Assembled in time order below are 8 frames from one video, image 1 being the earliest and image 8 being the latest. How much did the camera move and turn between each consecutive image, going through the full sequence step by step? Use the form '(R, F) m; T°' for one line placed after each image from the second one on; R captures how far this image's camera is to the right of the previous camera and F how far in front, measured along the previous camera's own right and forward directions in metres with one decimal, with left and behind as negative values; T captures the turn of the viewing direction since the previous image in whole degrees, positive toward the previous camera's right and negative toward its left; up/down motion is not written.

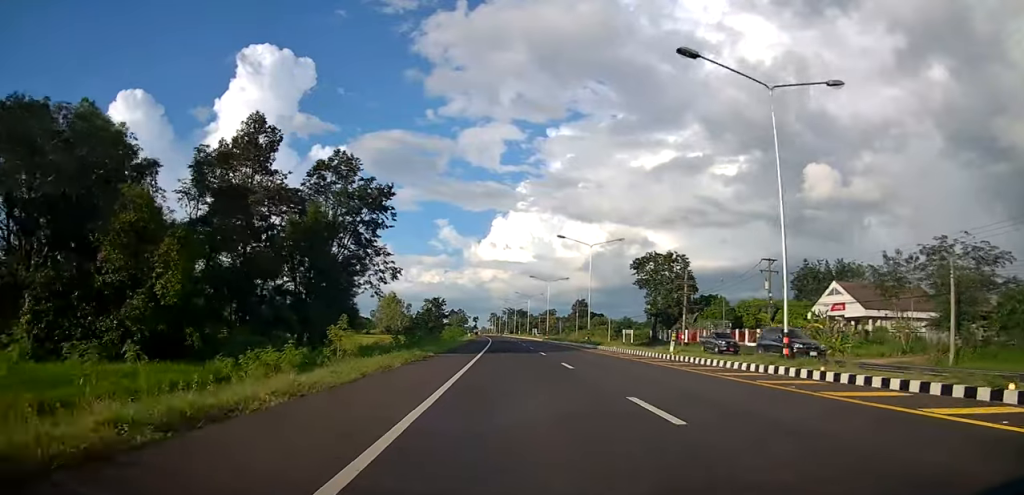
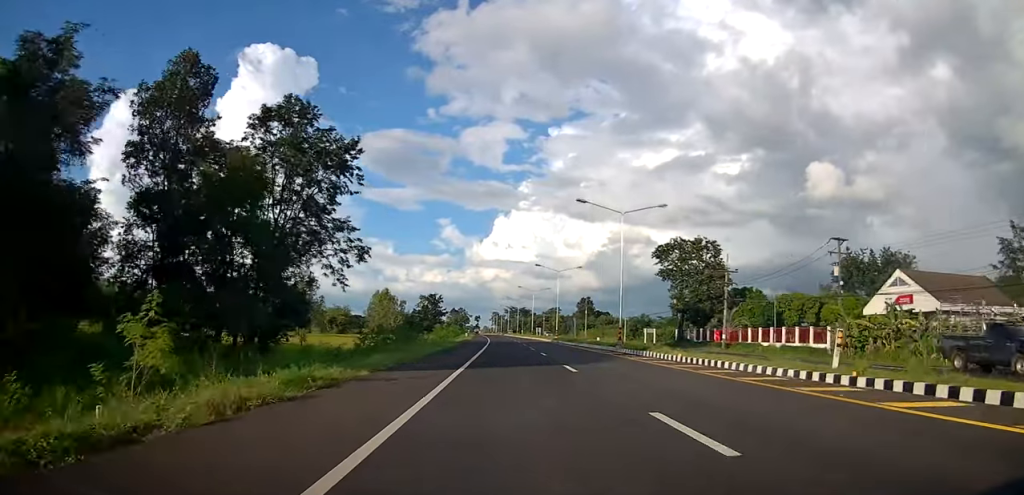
(-0.4, +14.0) m; -1°
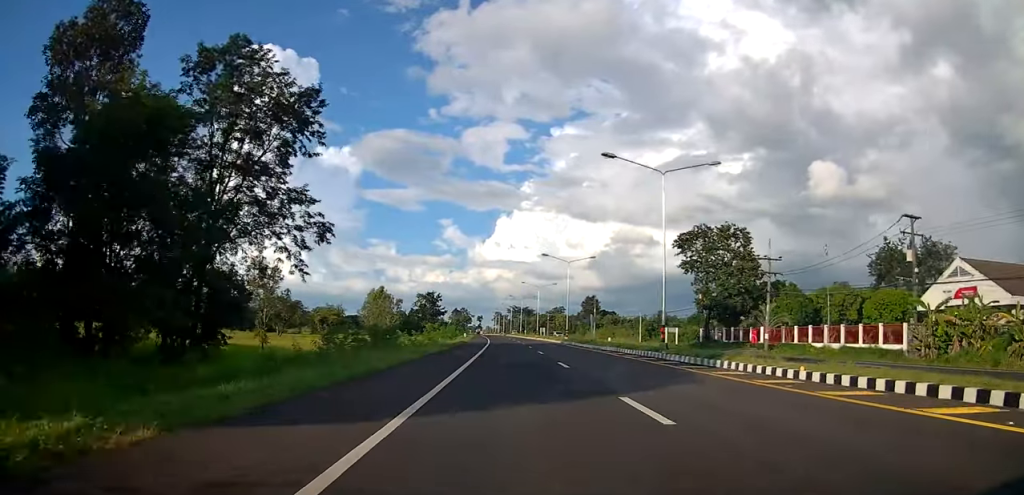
(-0.1, +10.1) m; 0°
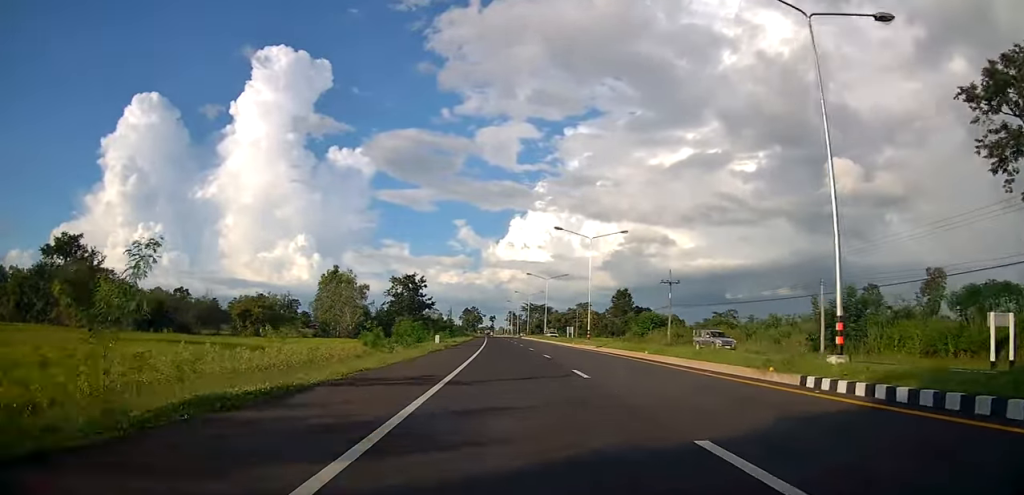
(-0.9, +52.4) m; -2°
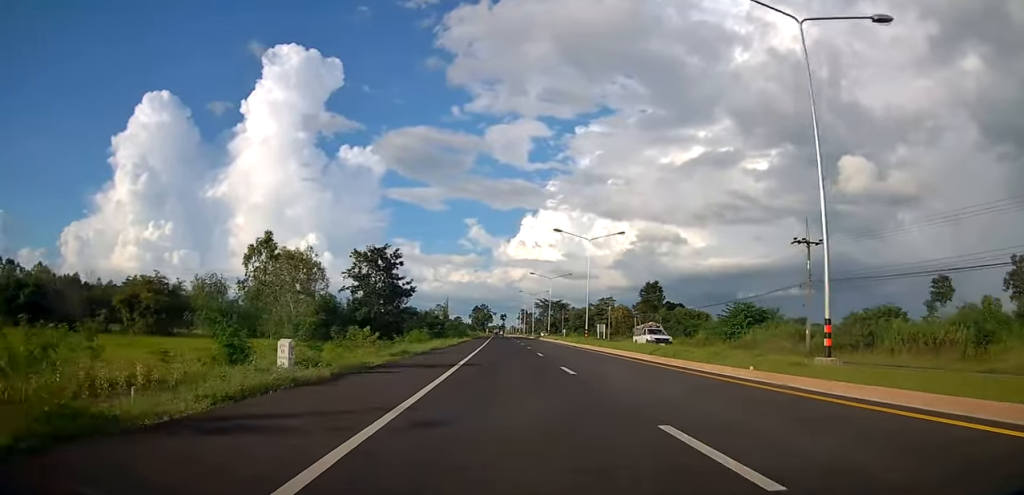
(+0.1, +35.1) m; 0°
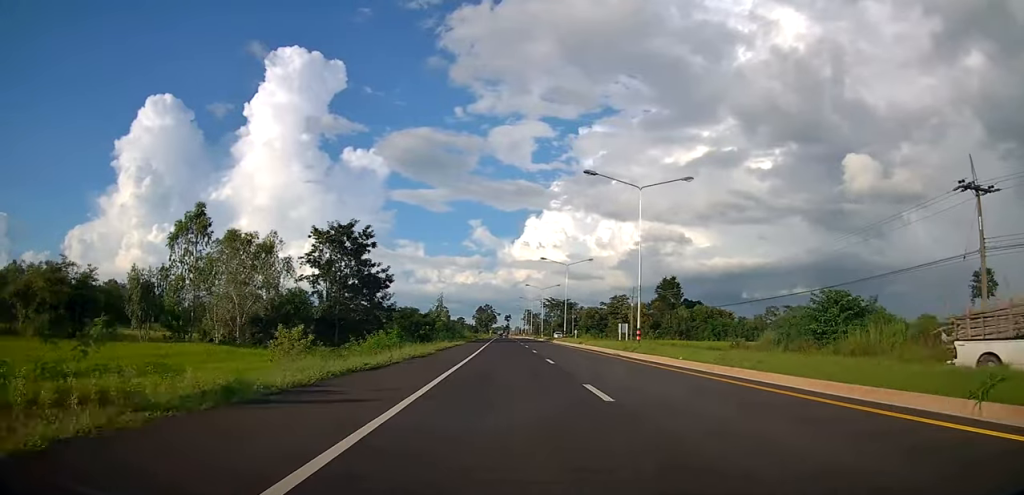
(-0.3, +18.2) m; 0°
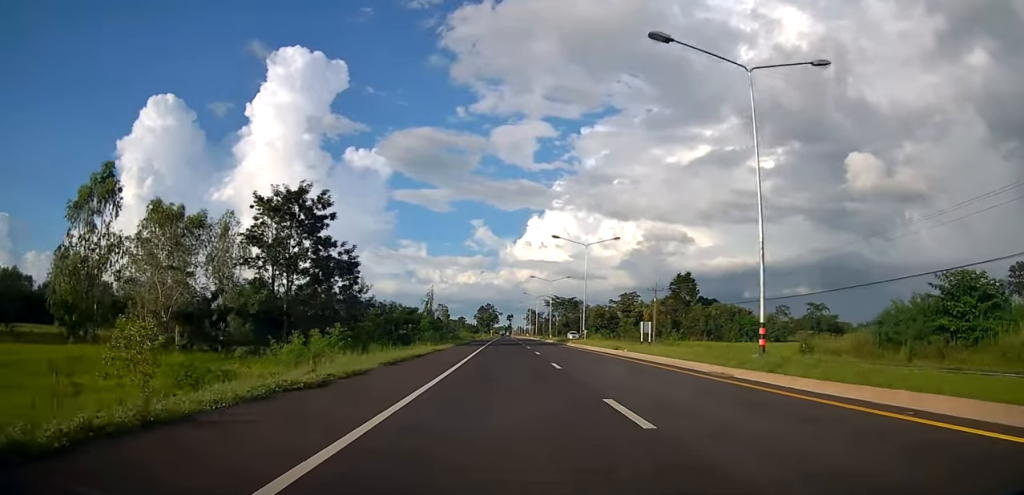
(-0.2, +14.9) m; 0°
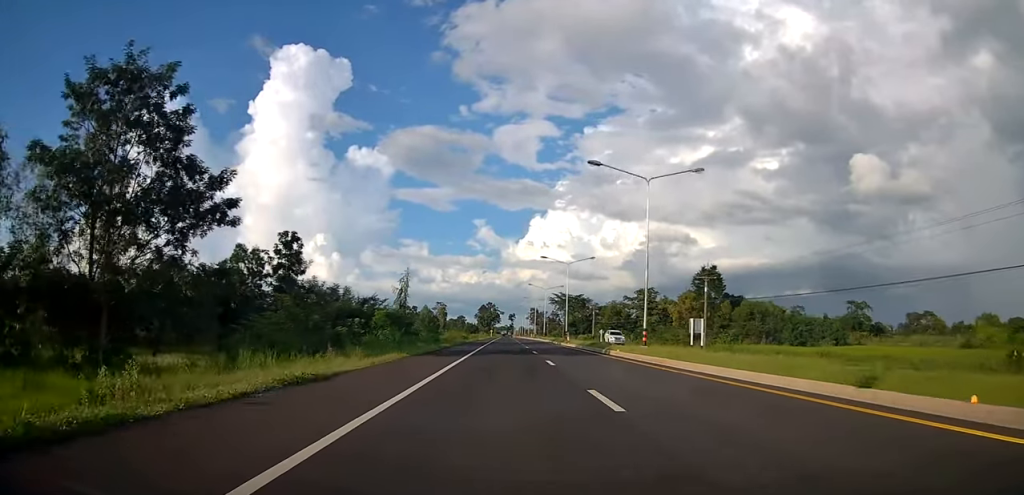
(+0.5, +22.8) m; 0°
